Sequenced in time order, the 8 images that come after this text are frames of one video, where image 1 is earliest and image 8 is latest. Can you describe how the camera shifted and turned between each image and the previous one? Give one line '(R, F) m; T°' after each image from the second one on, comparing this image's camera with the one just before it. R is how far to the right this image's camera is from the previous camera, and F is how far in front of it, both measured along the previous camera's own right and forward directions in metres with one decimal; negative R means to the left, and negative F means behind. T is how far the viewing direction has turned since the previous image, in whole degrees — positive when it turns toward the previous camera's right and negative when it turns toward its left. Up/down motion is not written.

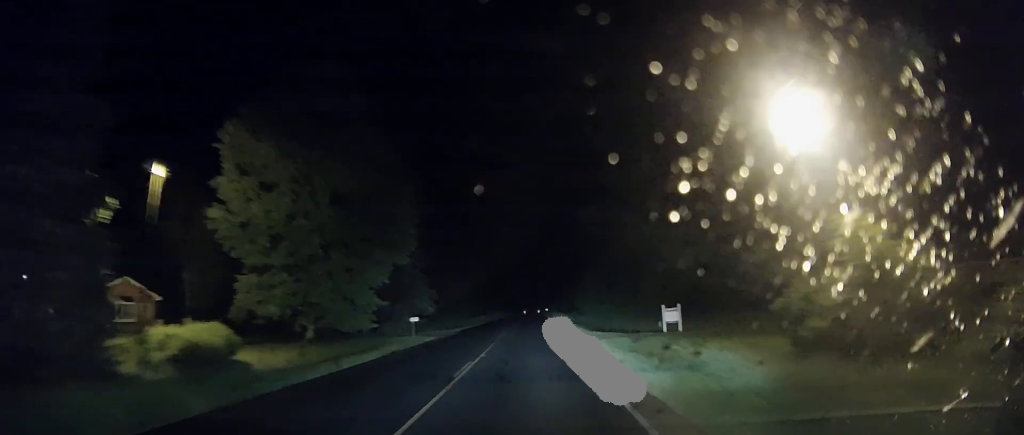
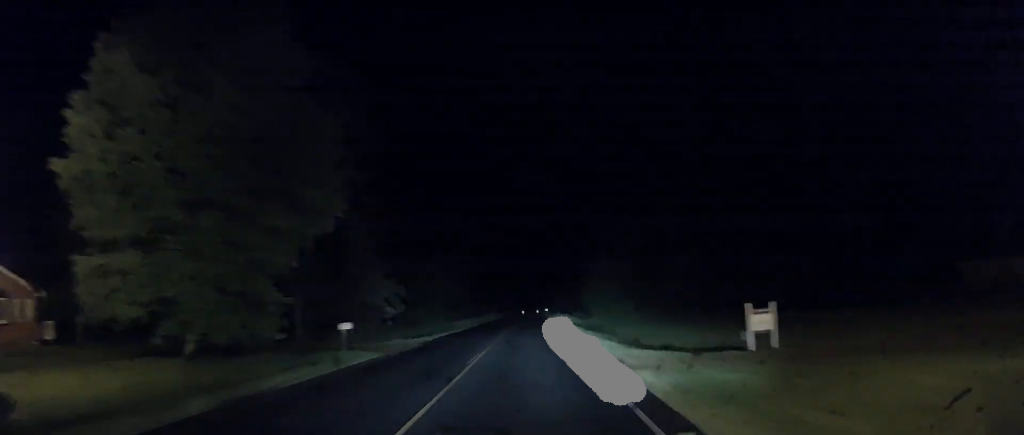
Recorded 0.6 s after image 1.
(+0.2, +14.7) m; -1°
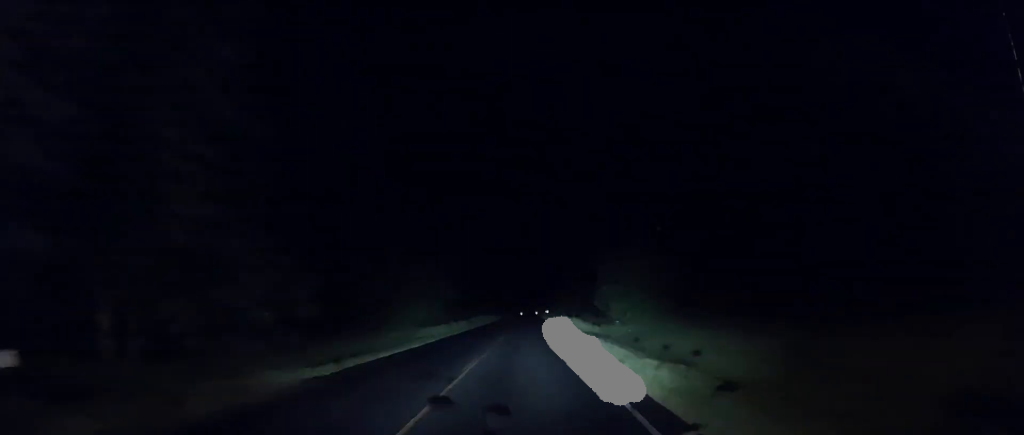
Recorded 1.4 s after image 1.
(-0.8, +17.6) m; 0°
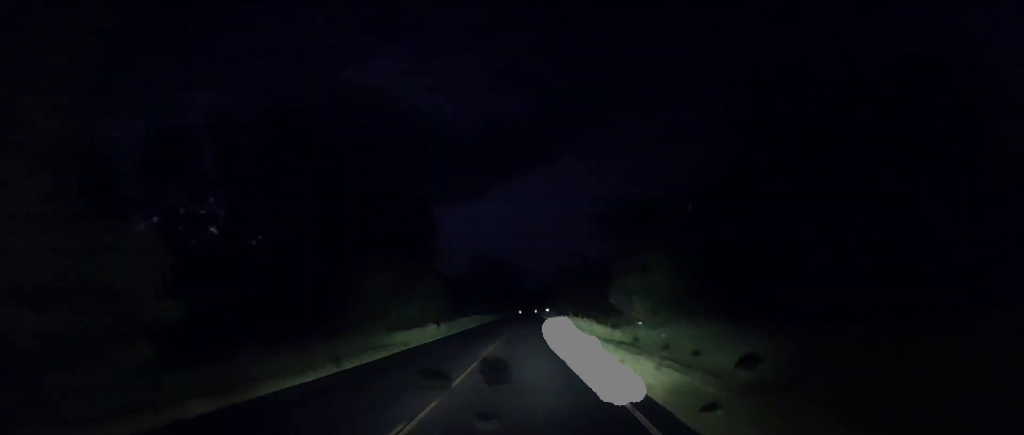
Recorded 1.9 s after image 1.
(0.0, +11.3) m; +1°
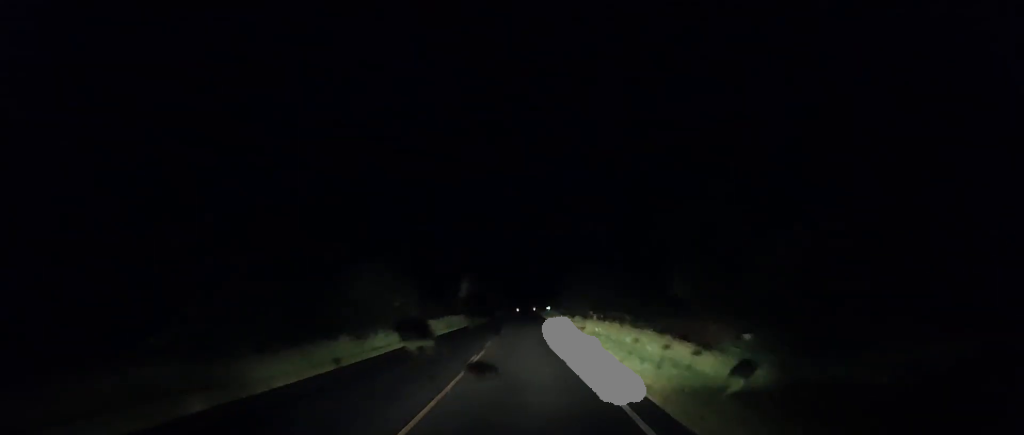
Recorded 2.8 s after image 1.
(+0.6, +21.4) m; +2°
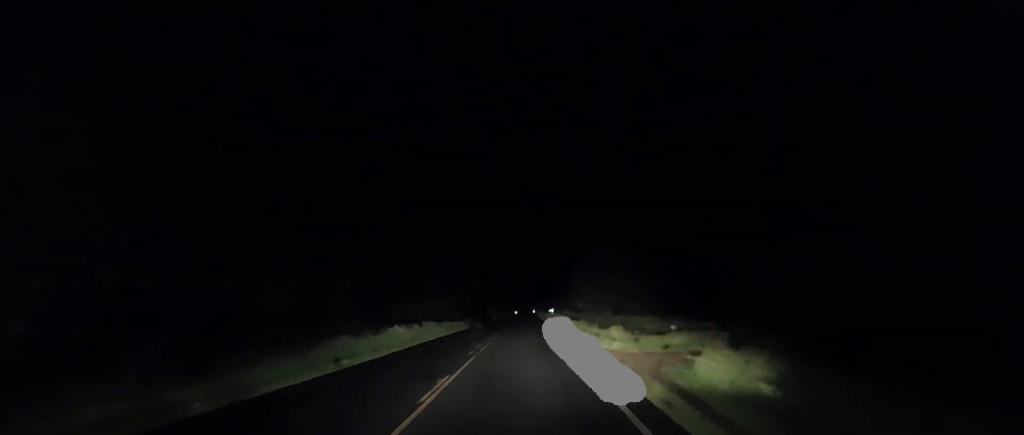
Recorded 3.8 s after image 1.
(+0.1, +21.0) m; 0°
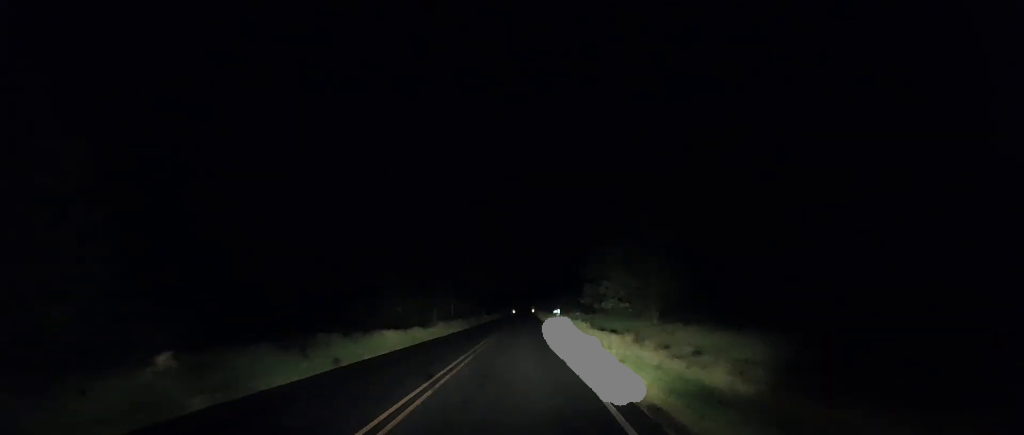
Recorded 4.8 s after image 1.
(0.0, +21.6) m; 0°
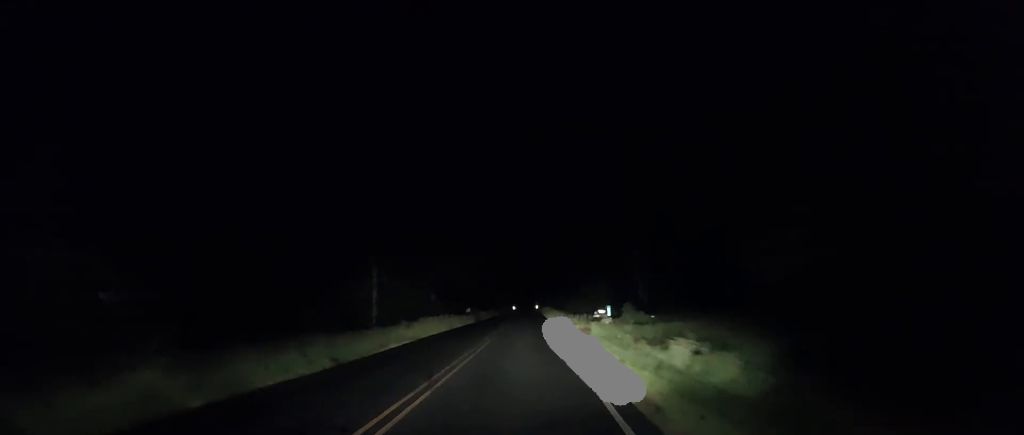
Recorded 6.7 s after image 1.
(0.0, +40.1) m; 0°
